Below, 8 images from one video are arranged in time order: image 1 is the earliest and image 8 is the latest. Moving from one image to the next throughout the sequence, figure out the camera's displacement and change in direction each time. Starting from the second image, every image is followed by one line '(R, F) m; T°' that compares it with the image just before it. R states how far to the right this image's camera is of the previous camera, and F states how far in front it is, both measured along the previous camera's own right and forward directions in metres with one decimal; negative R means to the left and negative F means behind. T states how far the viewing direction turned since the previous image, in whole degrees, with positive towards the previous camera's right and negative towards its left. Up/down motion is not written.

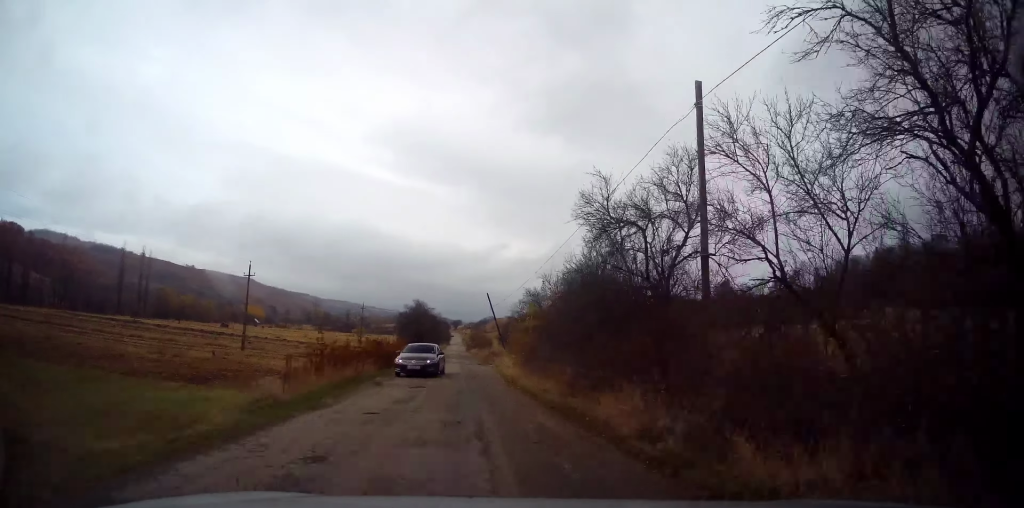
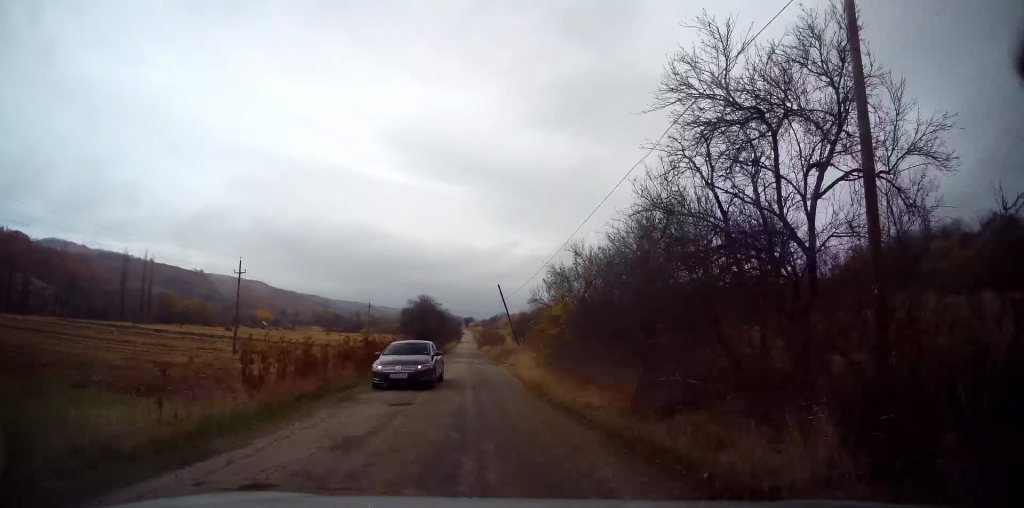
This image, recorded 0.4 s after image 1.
(-0.2, +5.0) m; 0°
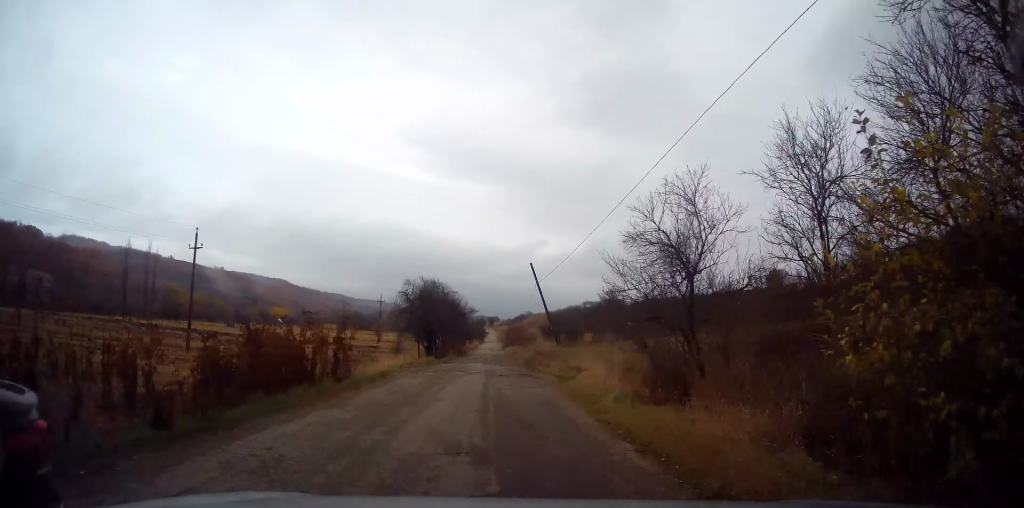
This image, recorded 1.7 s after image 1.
(0.0, +14.4) m; -2°
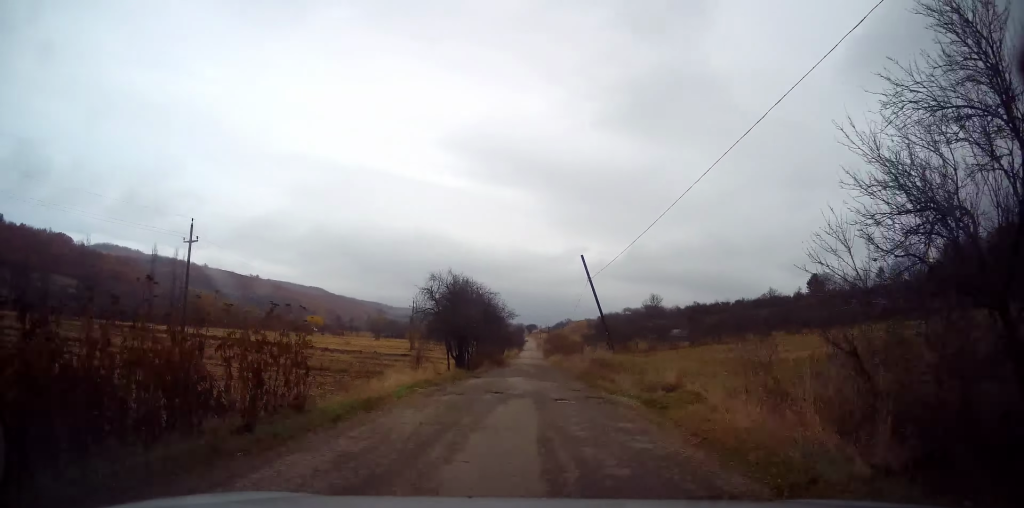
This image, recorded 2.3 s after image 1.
(-0.1, +7.2) m; -1°
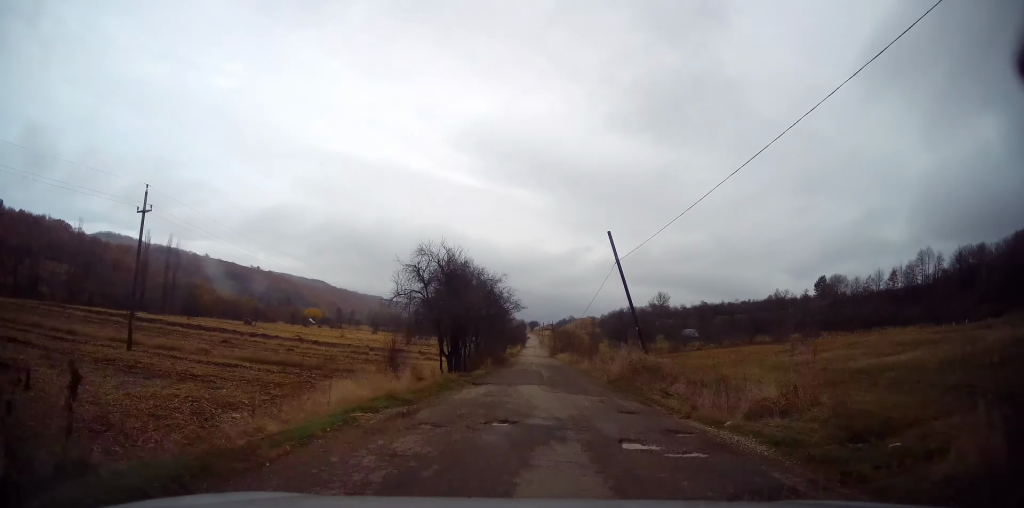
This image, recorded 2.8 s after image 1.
(-0.4, +7.0) m; -1°
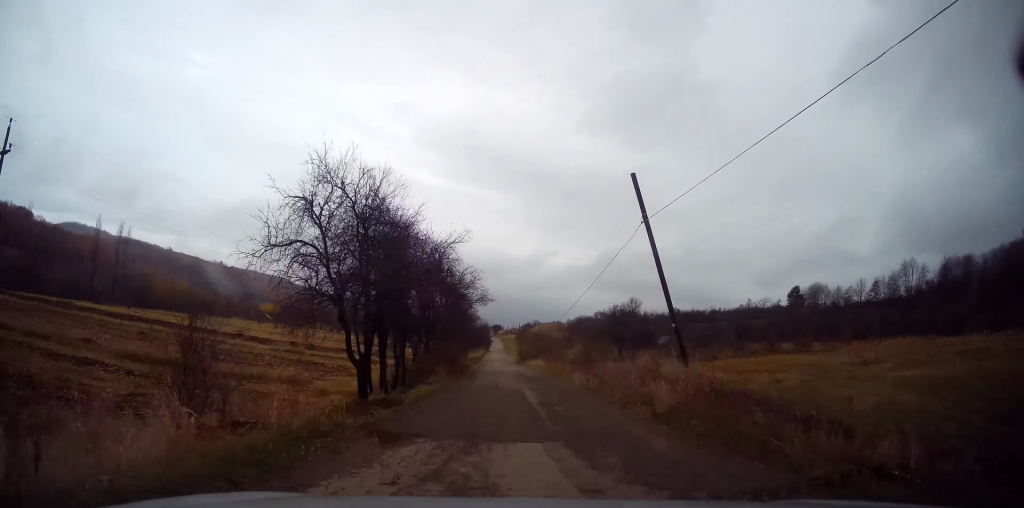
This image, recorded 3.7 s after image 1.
(+0.3, +10.8) m; +4°
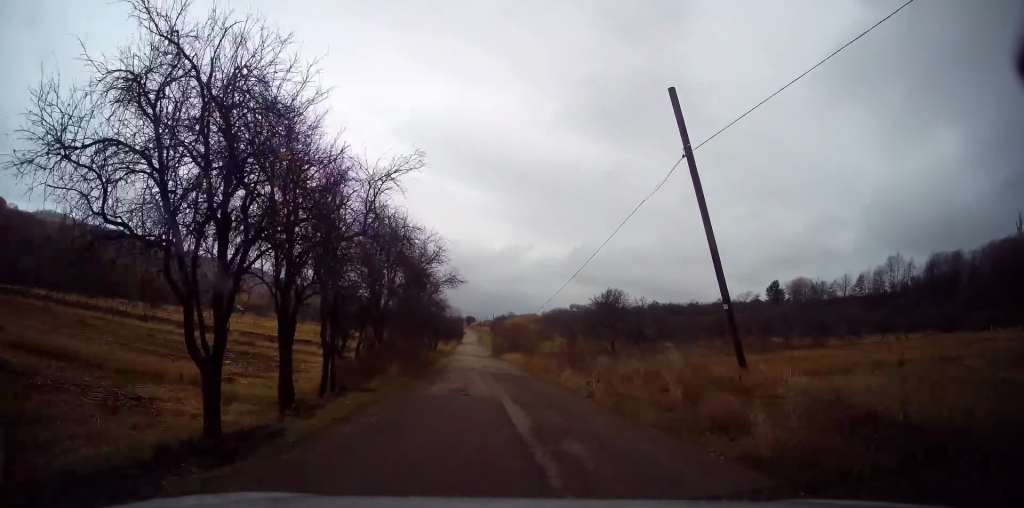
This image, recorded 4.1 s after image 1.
(+0.1, +6.3) m; +2°
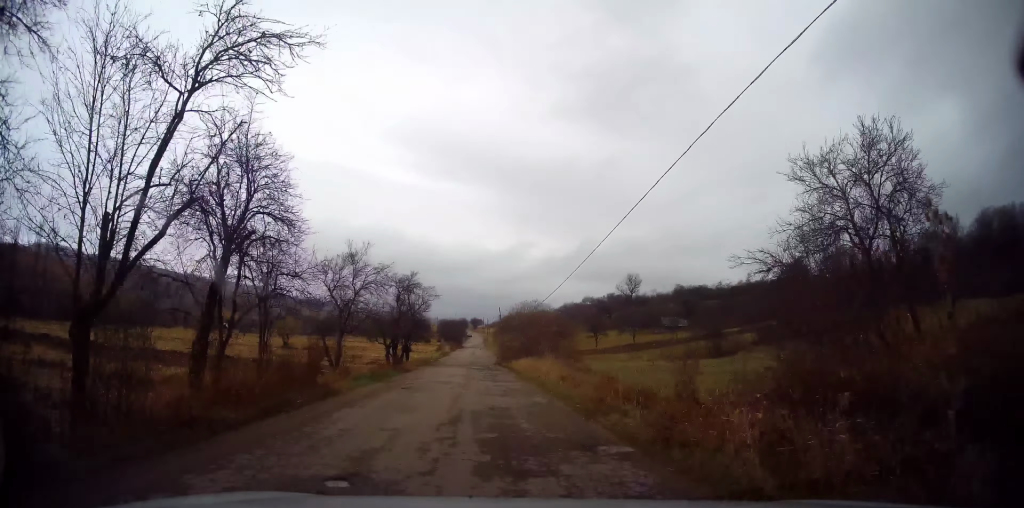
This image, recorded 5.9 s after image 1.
(+0.7, +25.3) m; -2°
